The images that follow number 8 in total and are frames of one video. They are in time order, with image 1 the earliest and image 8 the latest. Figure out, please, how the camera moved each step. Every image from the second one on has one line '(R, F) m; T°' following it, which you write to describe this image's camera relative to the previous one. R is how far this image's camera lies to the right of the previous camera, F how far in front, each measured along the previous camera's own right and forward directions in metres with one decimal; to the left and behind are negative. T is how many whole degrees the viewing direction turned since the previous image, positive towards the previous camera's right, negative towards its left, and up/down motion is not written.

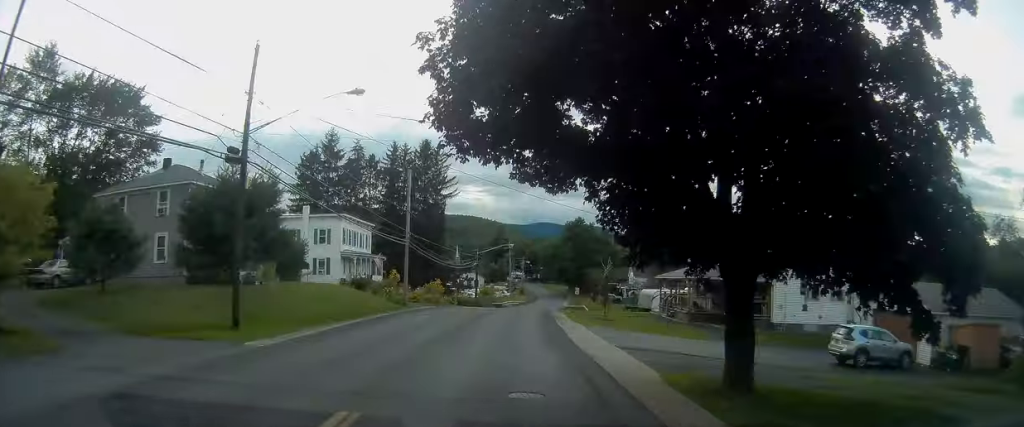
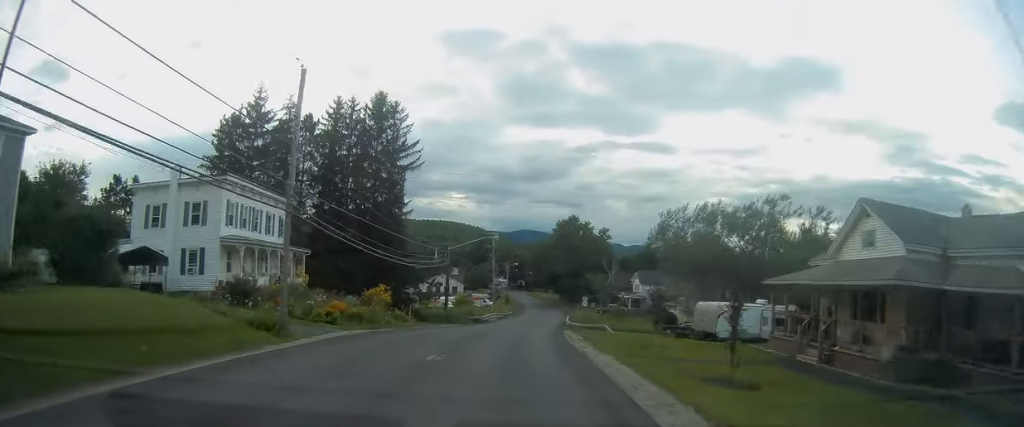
(-0.4, +22.2) m; 0°
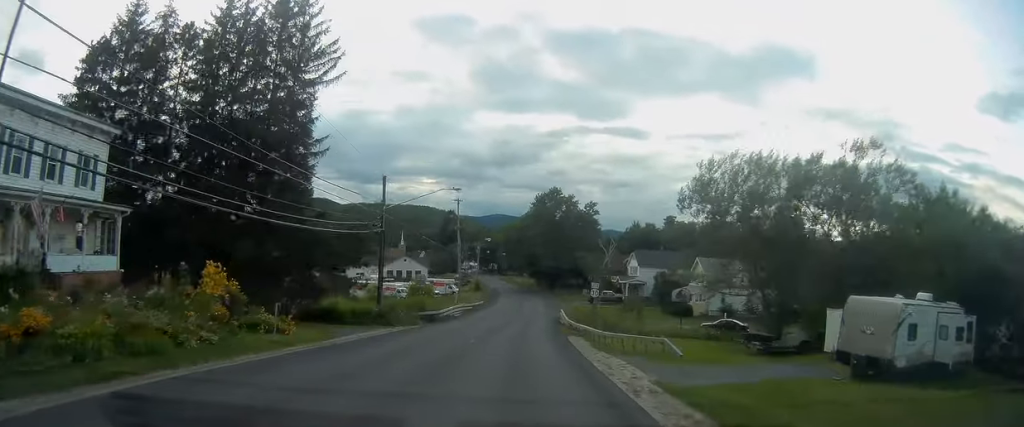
(+0.8, +20.9) m; +2°
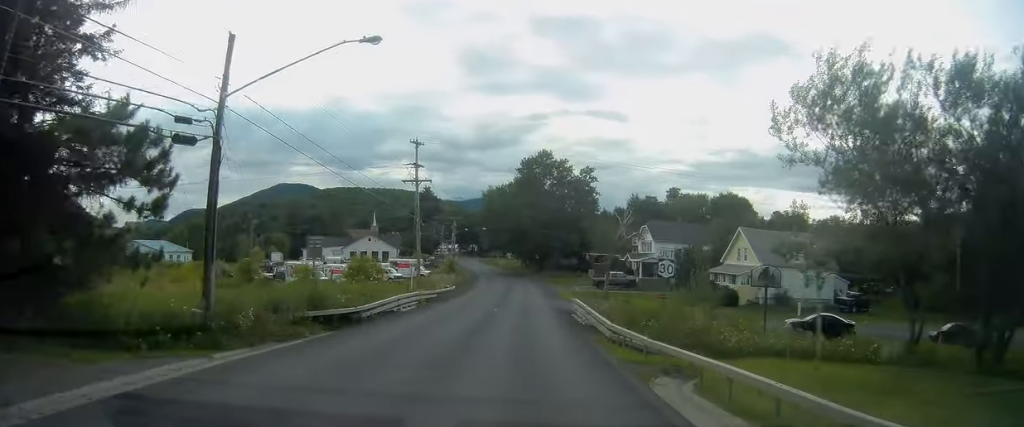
(+0.2, +21.0) m; +3°
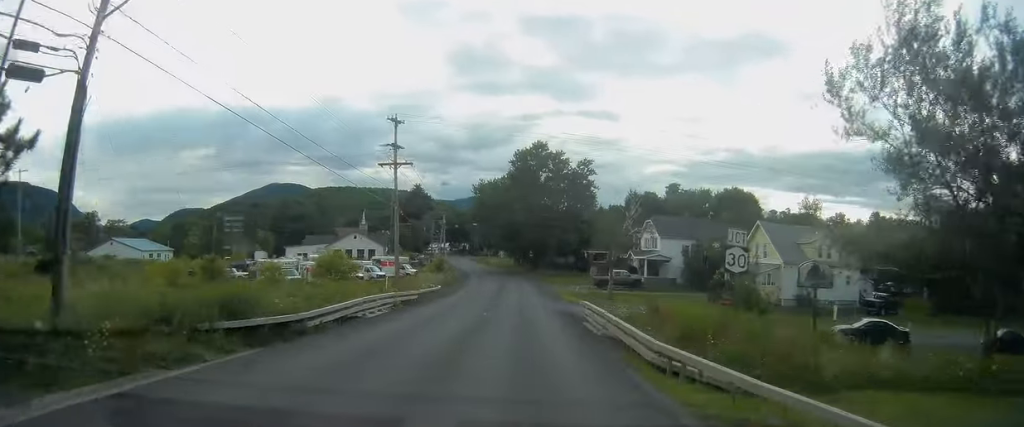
(+0.2, +6.5) m; +2°
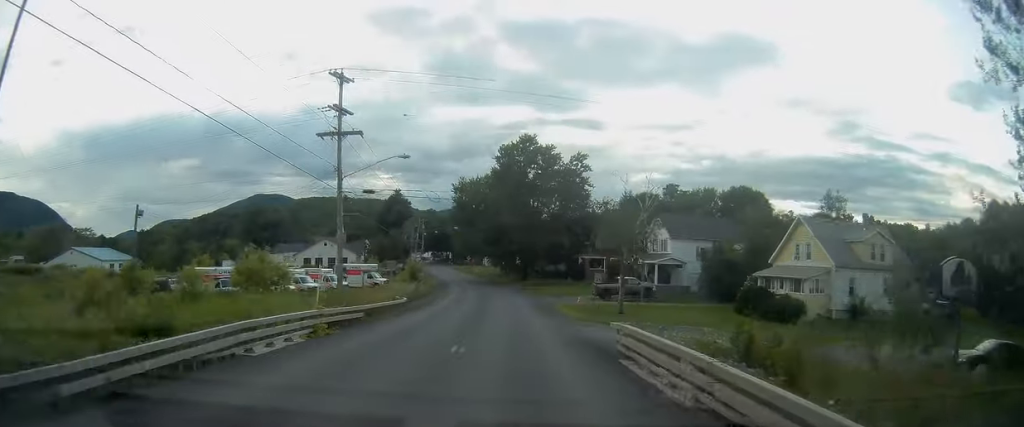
(+0.1, +11.2) m; -1°
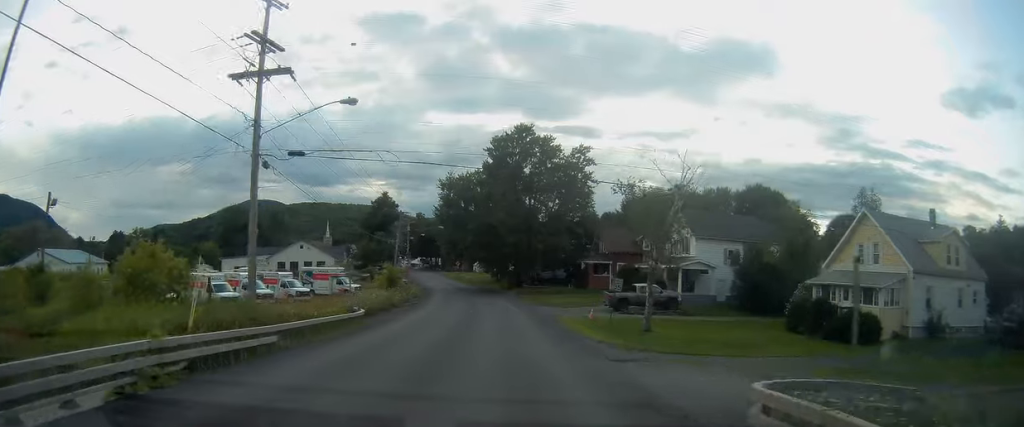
(-0.1, +10.1) m; 0°
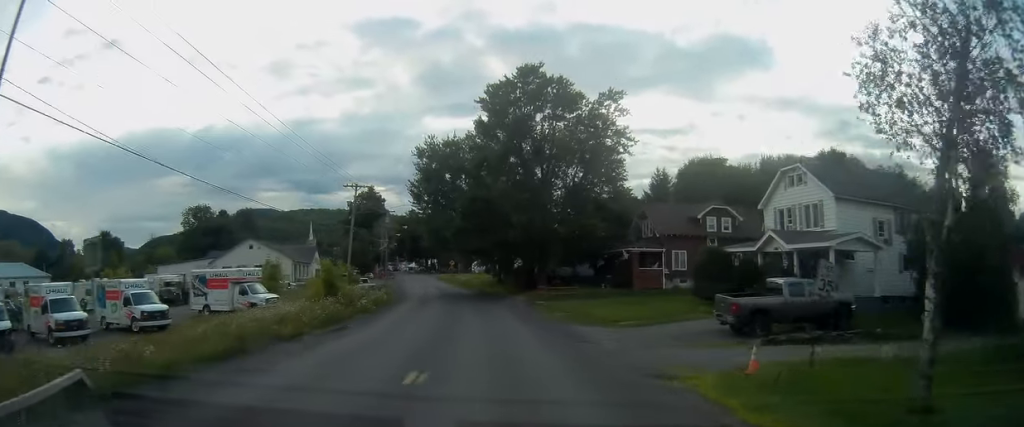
(+0.1, +23.4) m; 0°
